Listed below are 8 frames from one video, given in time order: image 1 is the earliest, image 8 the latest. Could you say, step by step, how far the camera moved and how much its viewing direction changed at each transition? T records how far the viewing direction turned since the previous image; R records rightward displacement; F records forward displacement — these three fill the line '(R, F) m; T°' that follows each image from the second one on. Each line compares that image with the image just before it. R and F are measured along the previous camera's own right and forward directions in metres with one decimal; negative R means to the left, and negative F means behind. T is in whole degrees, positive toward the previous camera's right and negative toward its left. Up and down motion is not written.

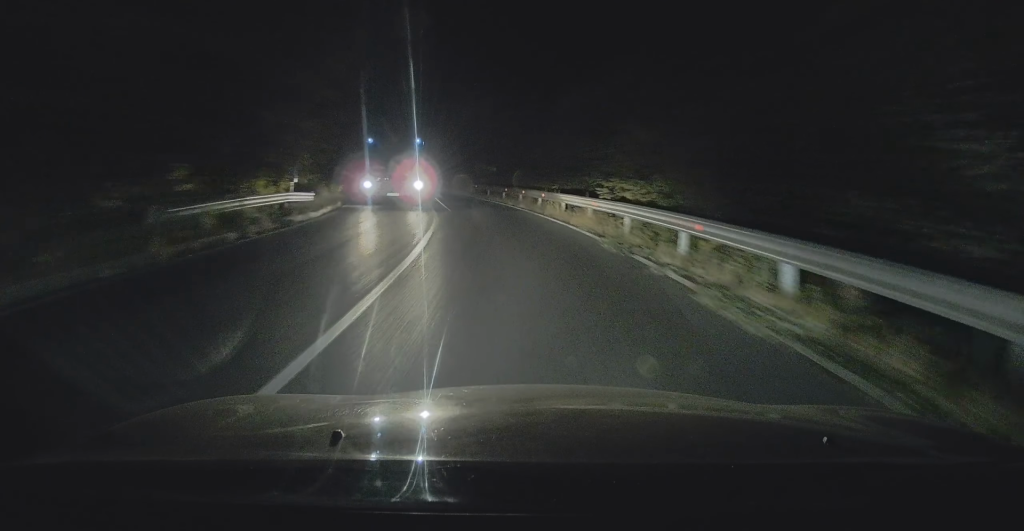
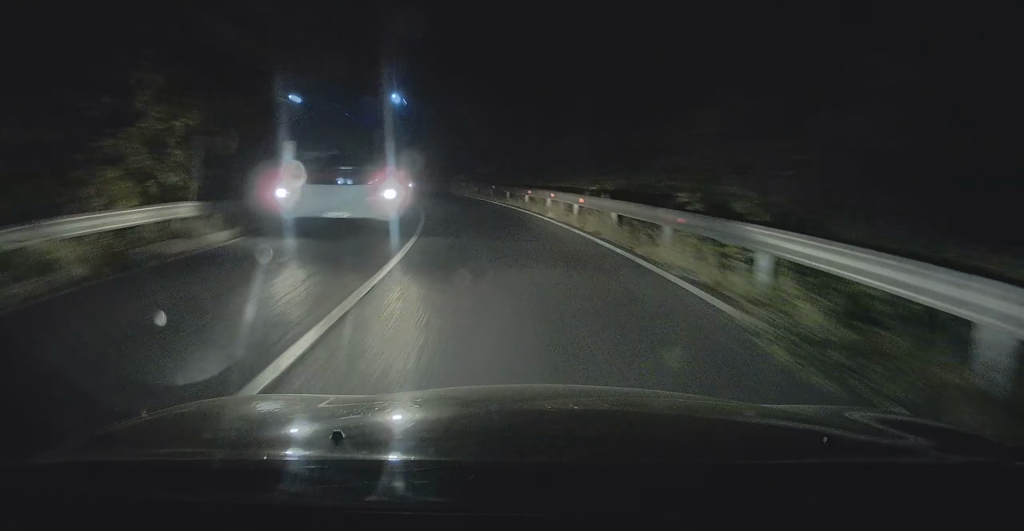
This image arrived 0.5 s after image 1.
(-0.1, +7.7) m; -2°
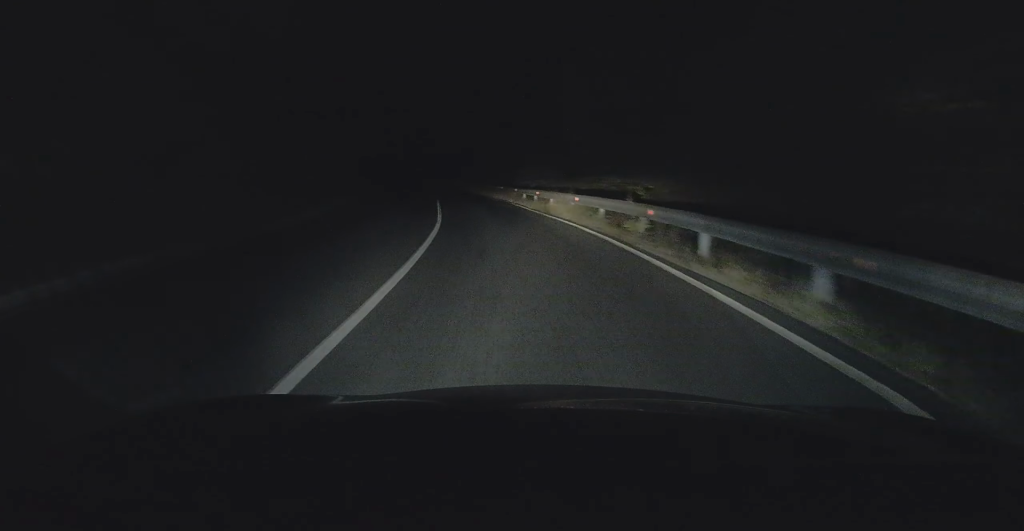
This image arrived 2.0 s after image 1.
(-1.5, +20.7) m; -9°
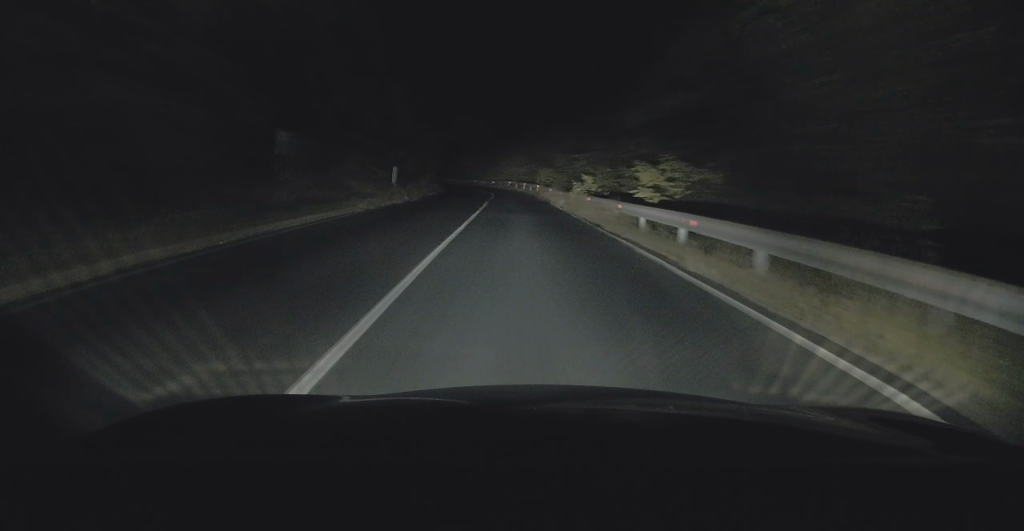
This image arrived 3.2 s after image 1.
(-1.2, +17.9) m; -7°
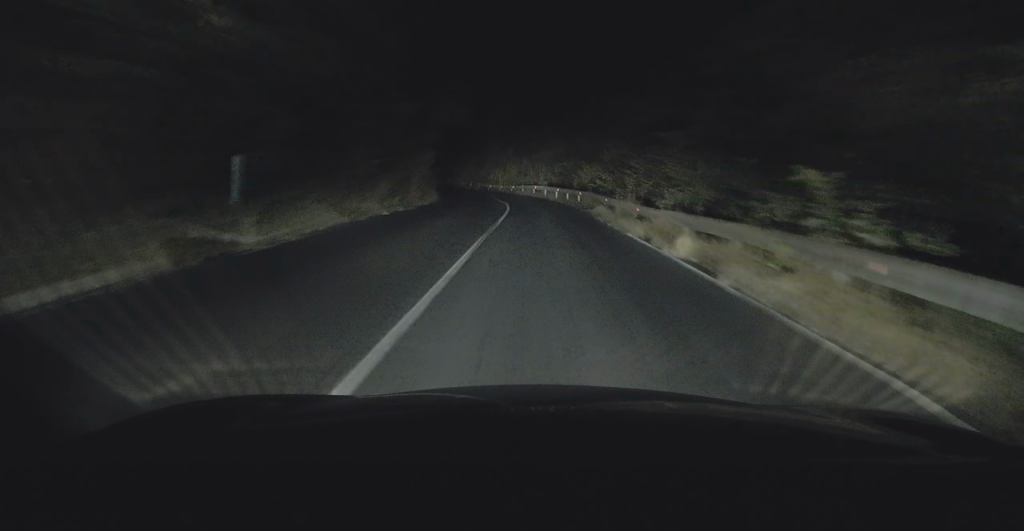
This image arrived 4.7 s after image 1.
(-0.9, +21.6) m; -3°
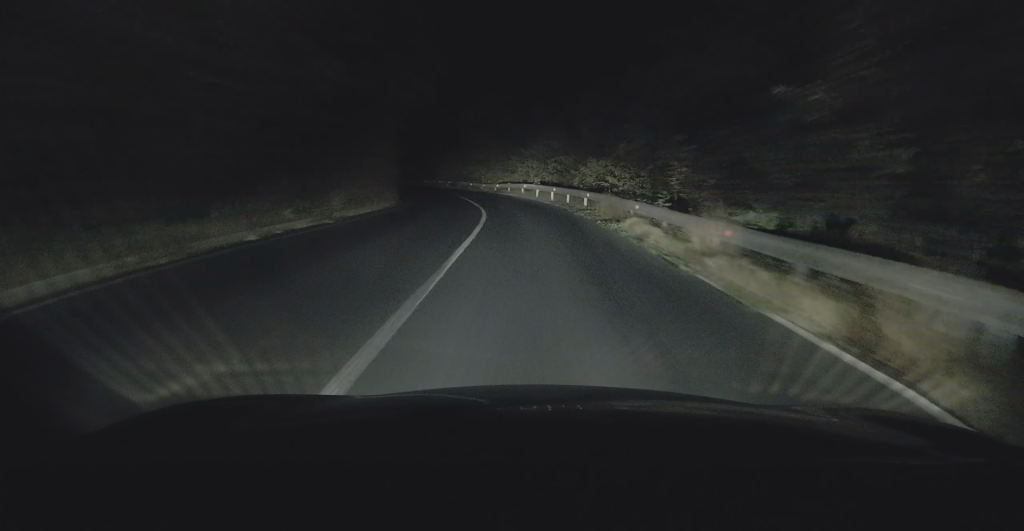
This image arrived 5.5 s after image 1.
(-0.1, +11.1) m; 0°
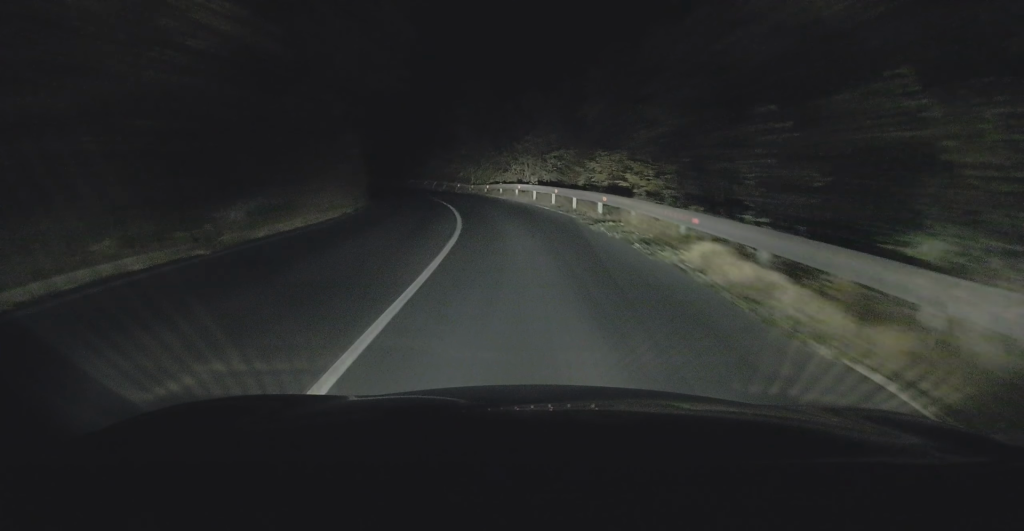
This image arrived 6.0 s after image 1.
(+0.1, +7.2) m; 0°
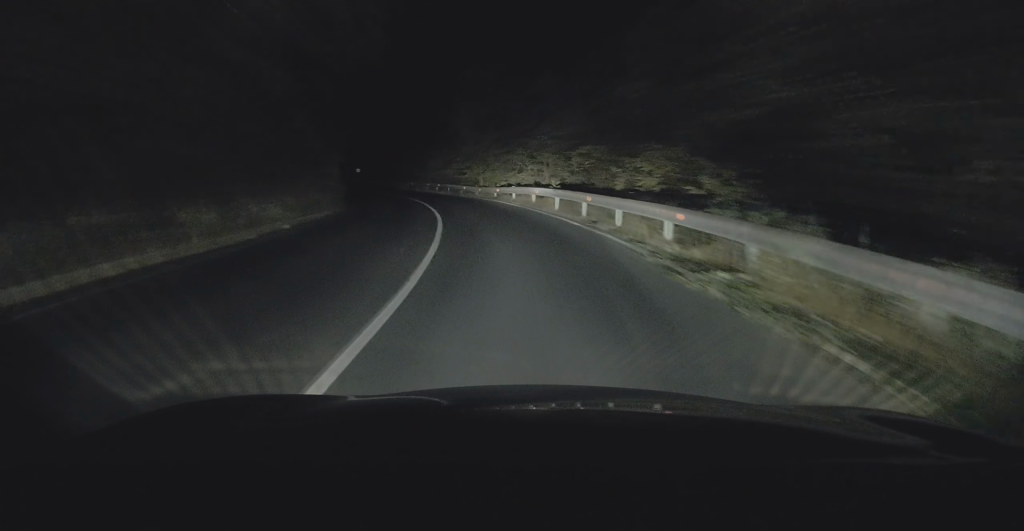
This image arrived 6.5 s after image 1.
(0.0, +8.2) m; -1°
